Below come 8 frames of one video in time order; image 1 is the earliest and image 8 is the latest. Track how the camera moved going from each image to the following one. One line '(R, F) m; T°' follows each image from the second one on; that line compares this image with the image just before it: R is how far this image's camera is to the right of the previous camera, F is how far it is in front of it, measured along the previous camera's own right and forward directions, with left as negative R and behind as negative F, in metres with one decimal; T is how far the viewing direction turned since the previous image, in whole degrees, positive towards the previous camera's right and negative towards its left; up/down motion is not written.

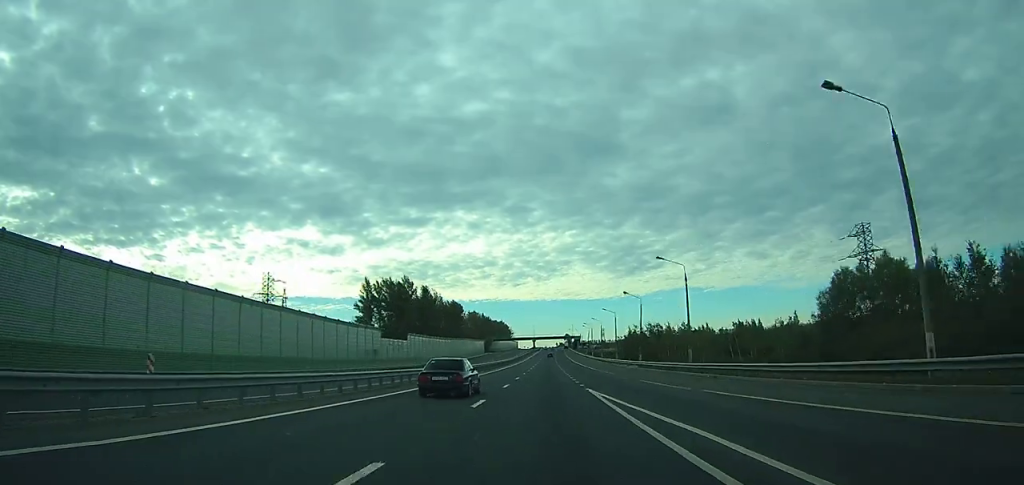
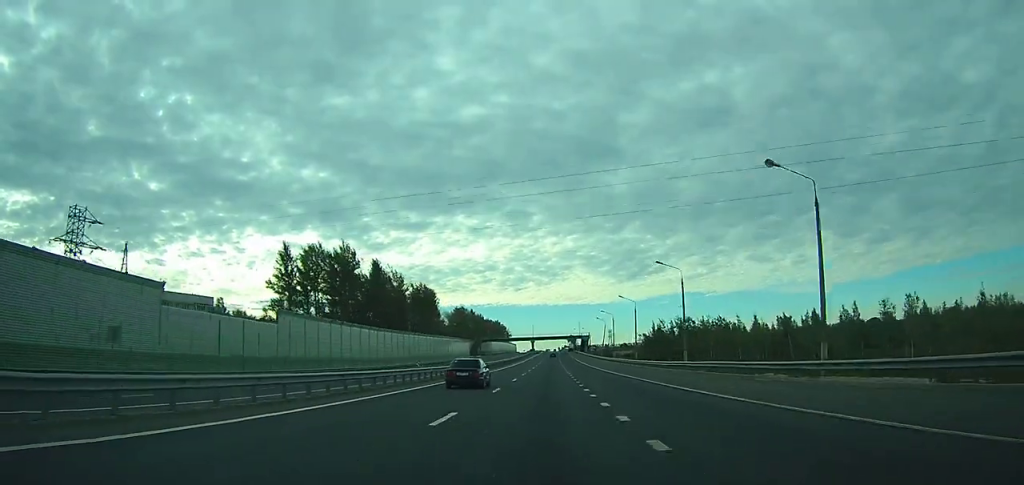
(-0.1, +50.1) m; 0°
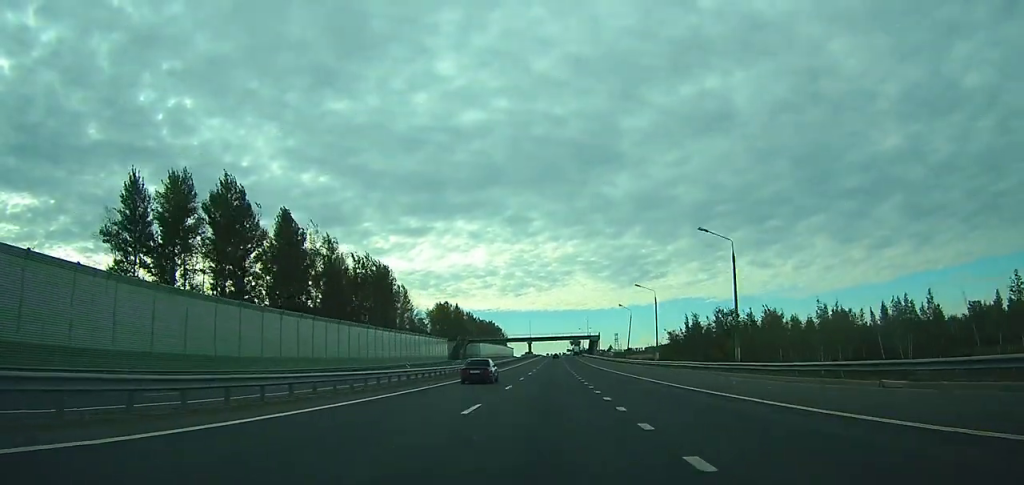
(-0.1, +45.8) m; 0°
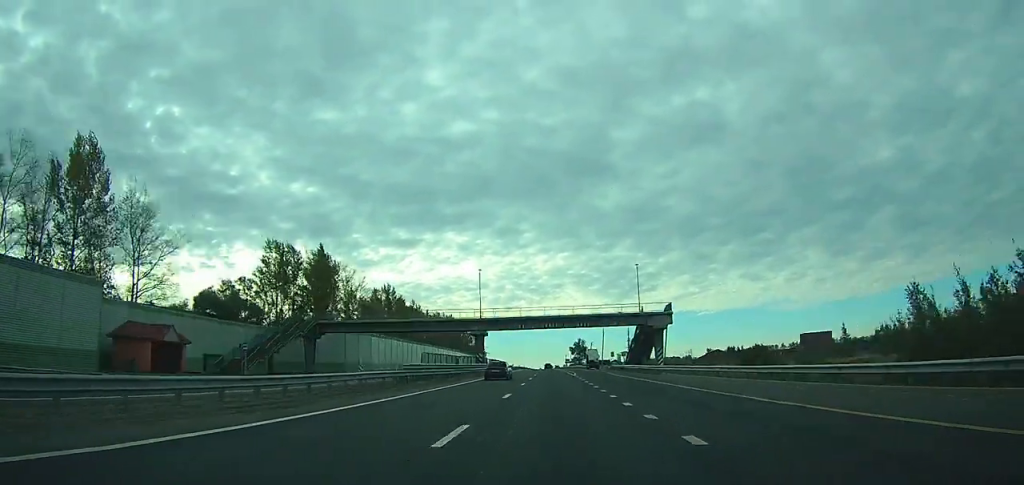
(+1.0, +130.1) m; +1°
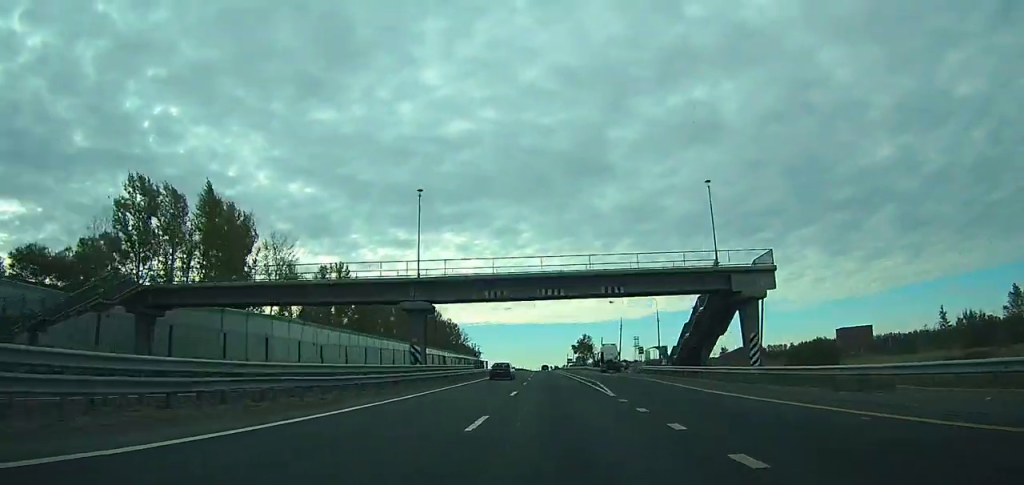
(0.0, +34.5) m; 0°
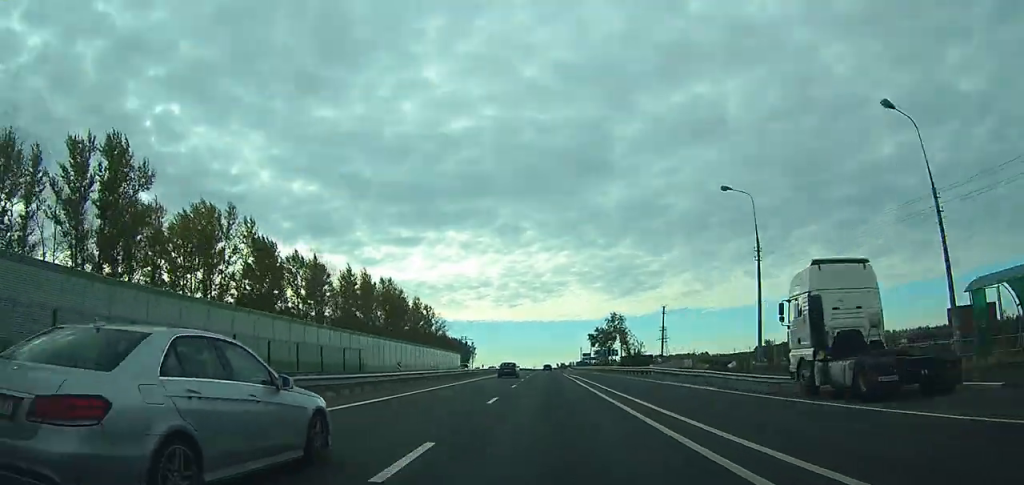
(-0.3, +65.4) m; -1°
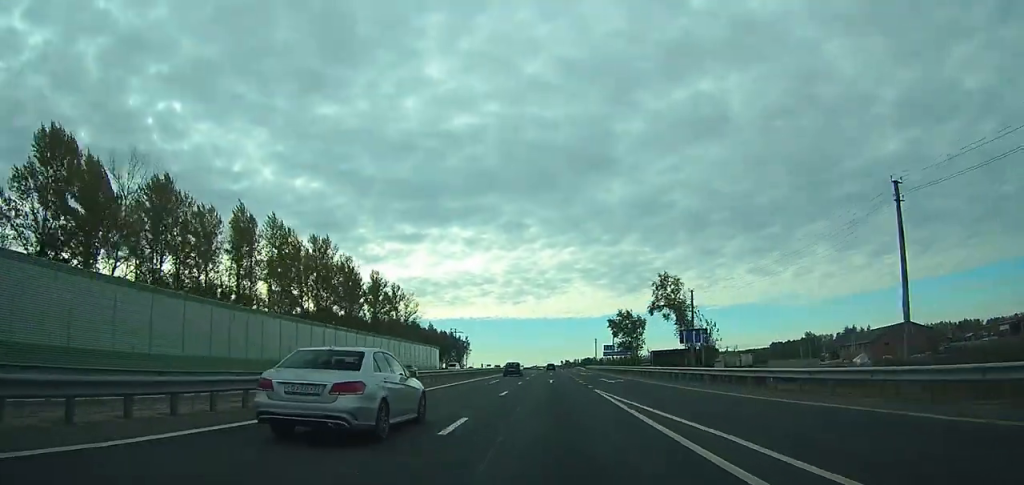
(-0.2, +43.7) m; 0°
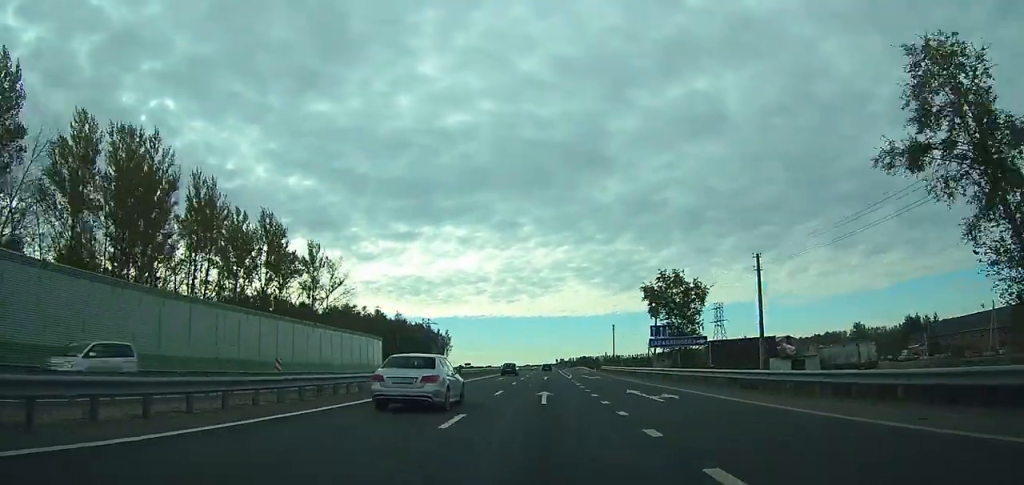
(0.0, +46.2) m; 0°
